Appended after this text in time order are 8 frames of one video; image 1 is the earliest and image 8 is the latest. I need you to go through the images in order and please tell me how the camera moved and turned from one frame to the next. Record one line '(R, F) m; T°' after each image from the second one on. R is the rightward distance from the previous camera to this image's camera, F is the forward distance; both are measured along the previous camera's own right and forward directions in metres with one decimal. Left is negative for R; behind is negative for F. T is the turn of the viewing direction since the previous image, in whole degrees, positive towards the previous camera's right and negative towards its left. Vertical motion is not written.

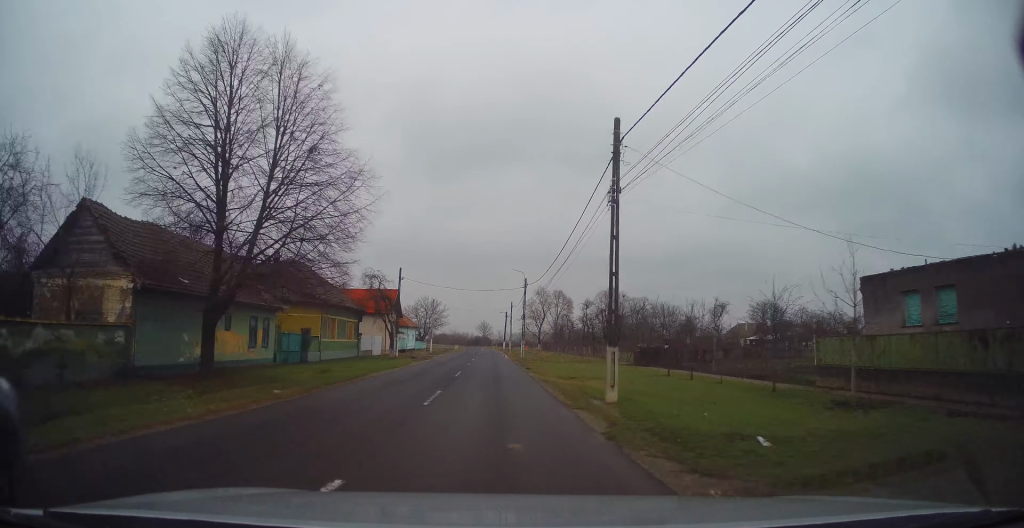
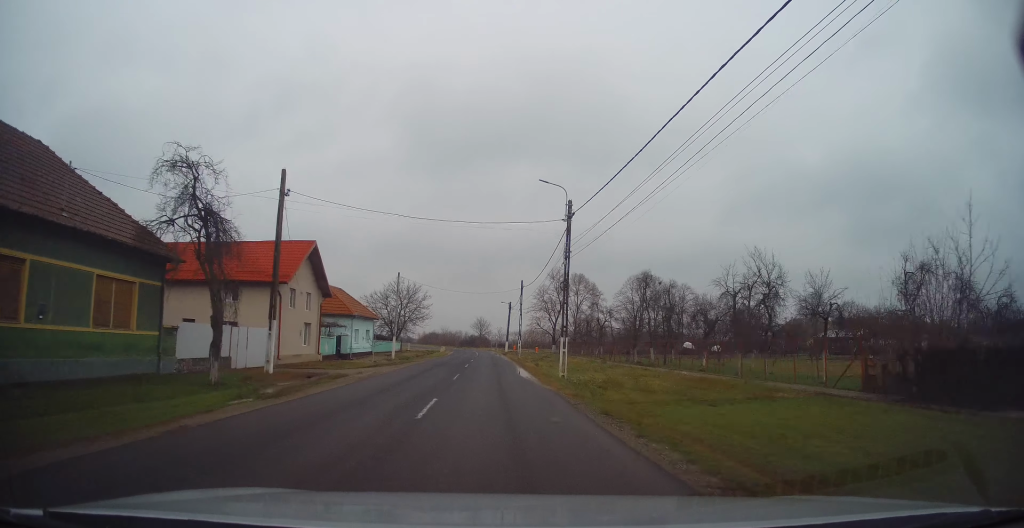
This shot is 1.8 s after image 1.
(-0.2, +28.5) m; 0°
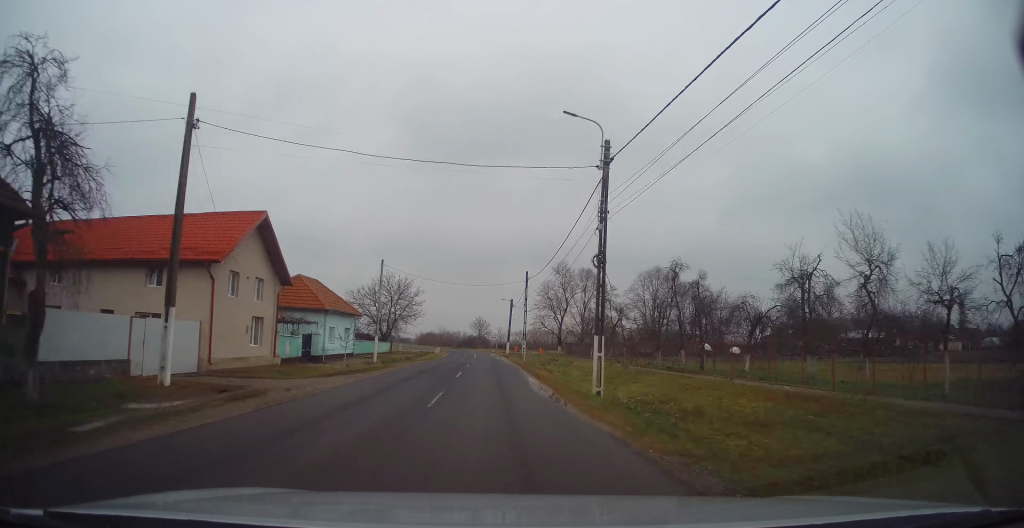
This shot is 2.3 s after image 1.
(0.0, +7.1) m; 0°
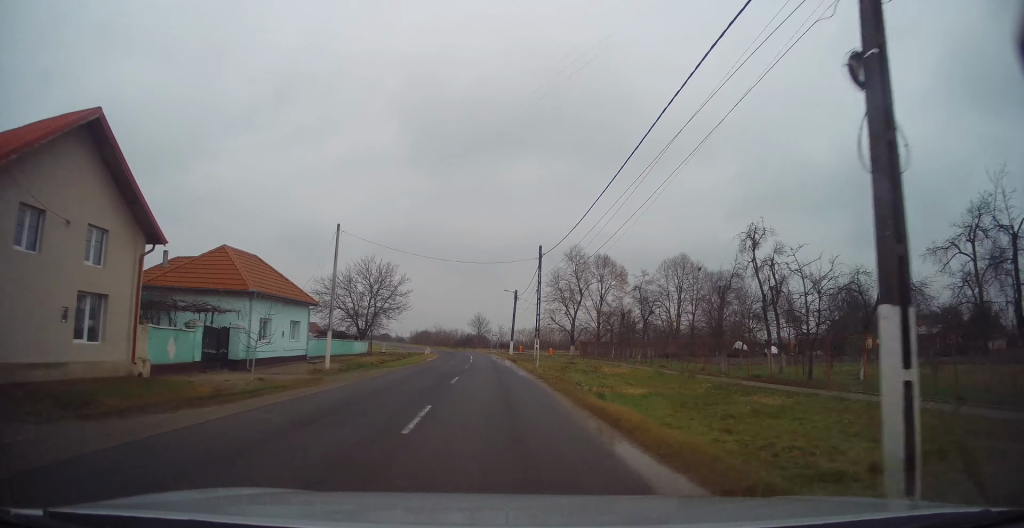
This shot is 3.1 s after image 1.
(+0.1, +12.0) m; +1°
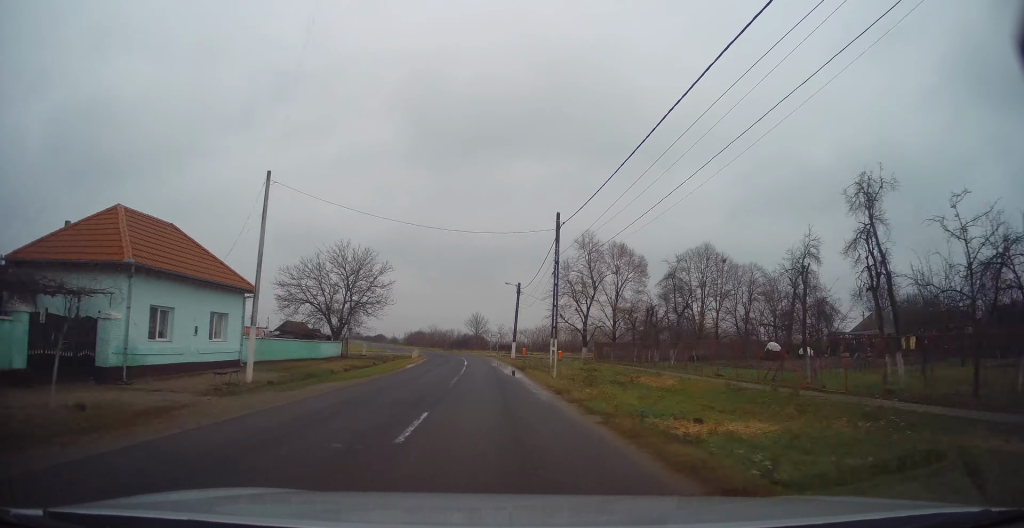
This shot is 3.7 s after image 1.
(+0.2, +9.0) m; 0°
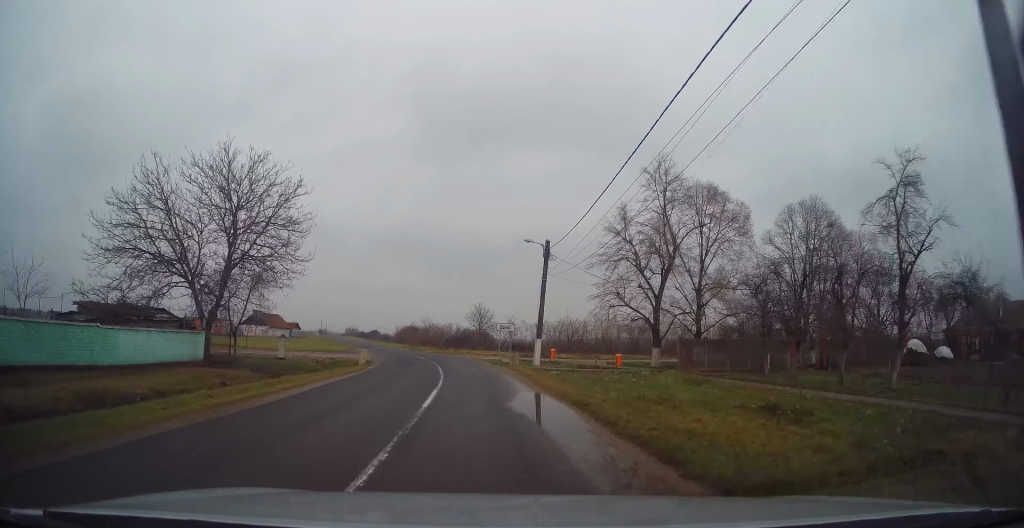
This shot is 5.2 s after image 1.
(-0.6, +23.2) m; -2°
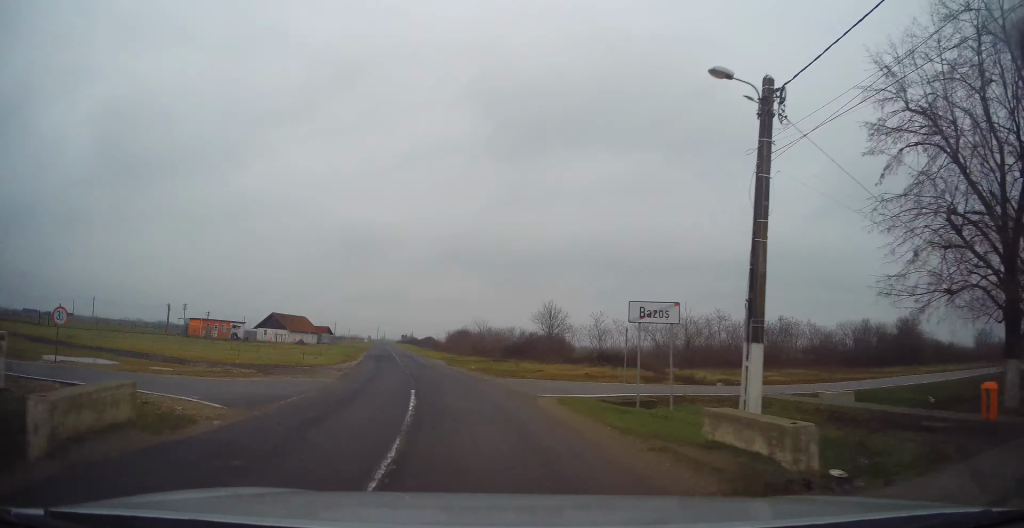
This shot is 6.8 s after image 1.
(-0.9, +23.8) m; -7°
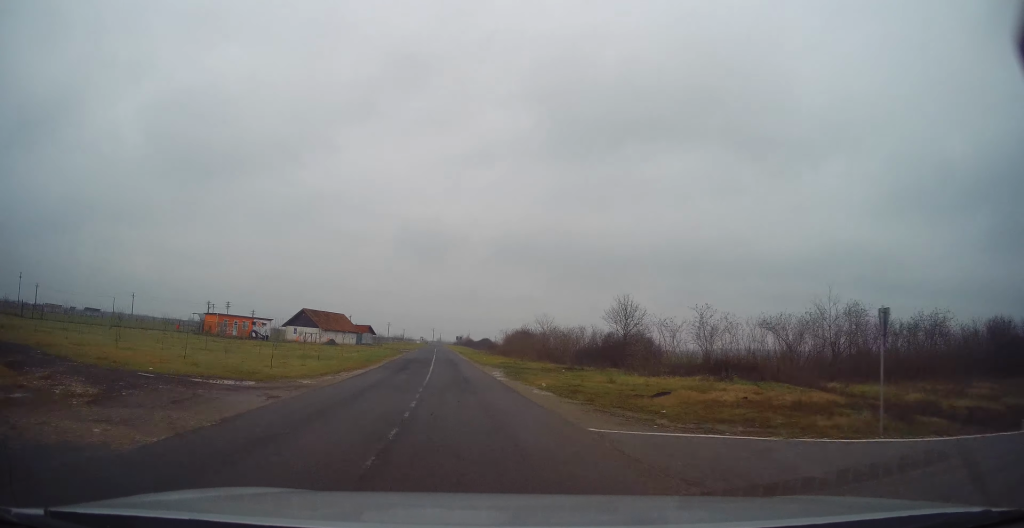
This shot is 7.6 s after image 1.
(-0.6, +13.1) m; -4°
